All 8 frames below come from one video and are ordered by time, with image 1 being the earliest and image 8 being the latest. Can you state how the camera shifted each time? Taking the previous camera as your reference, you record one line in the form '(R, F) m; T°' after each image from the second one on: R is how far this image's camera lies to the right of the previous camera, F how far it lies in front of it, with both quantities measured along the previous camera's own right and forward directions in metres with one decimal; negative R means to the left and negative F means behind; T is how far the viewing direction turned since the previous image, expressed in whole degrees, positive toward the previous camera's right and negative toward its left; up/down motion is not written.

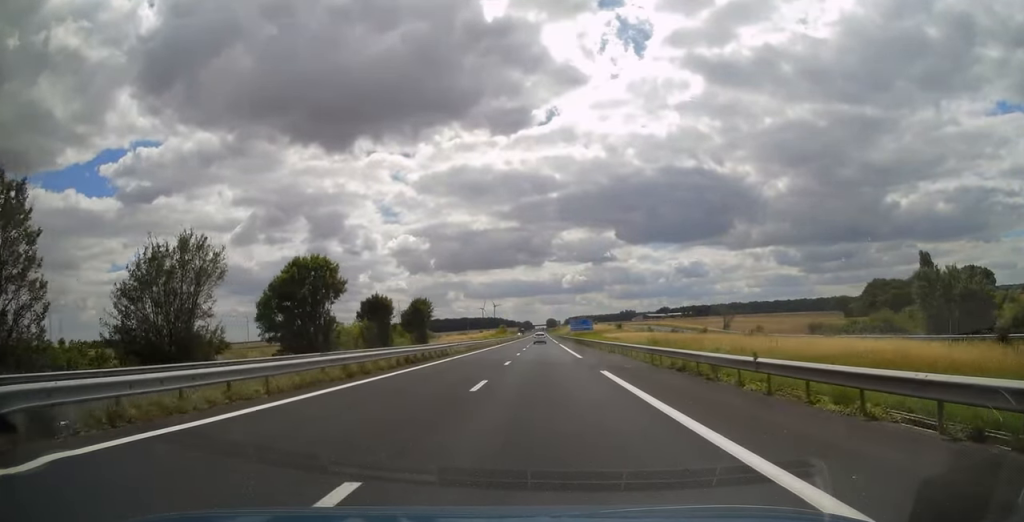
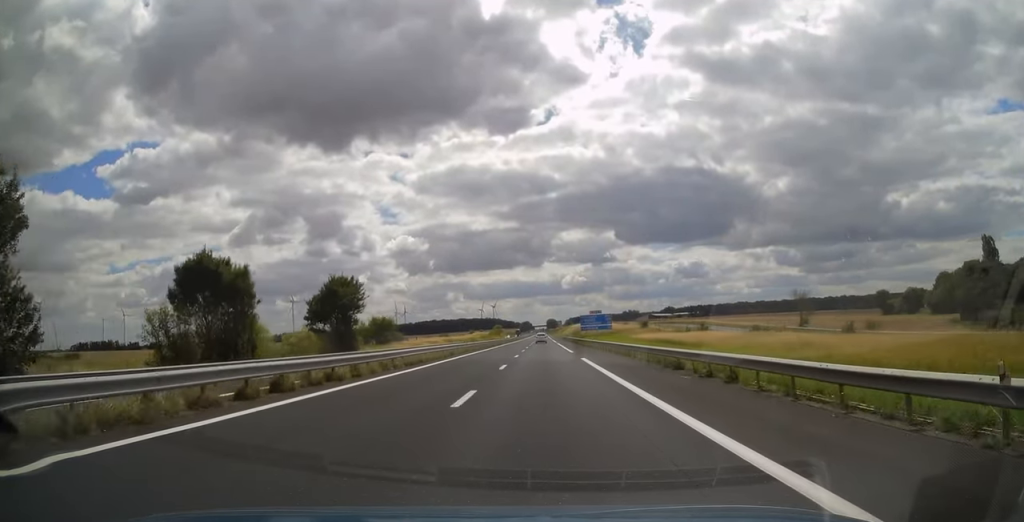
(0.0, +41.0) m; 0°
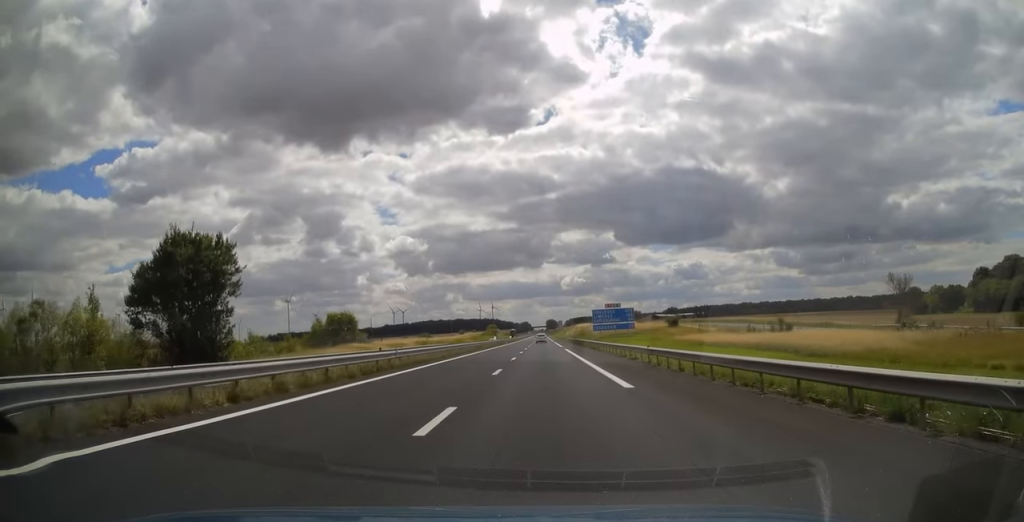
(0.0, +28.3) m; 0°
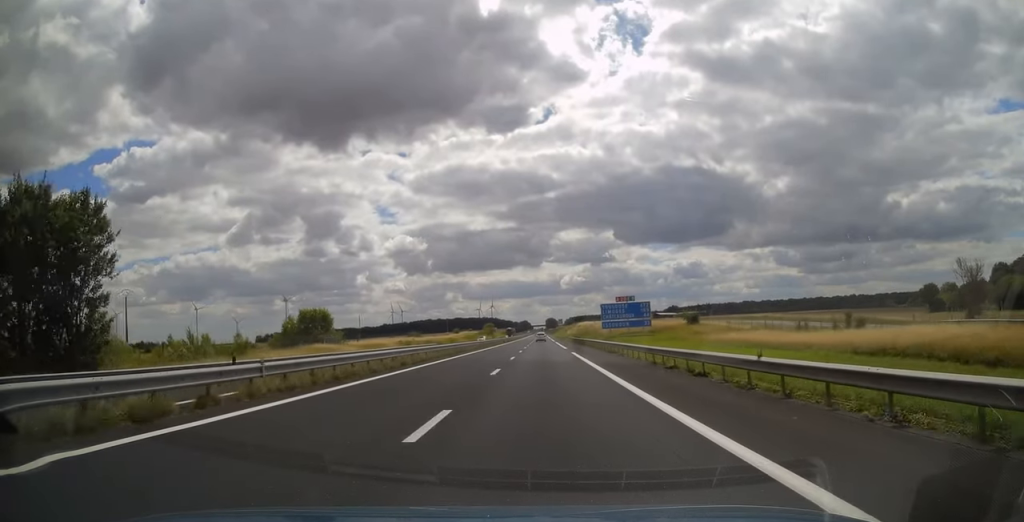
(0.0, +13.2) m; 0°
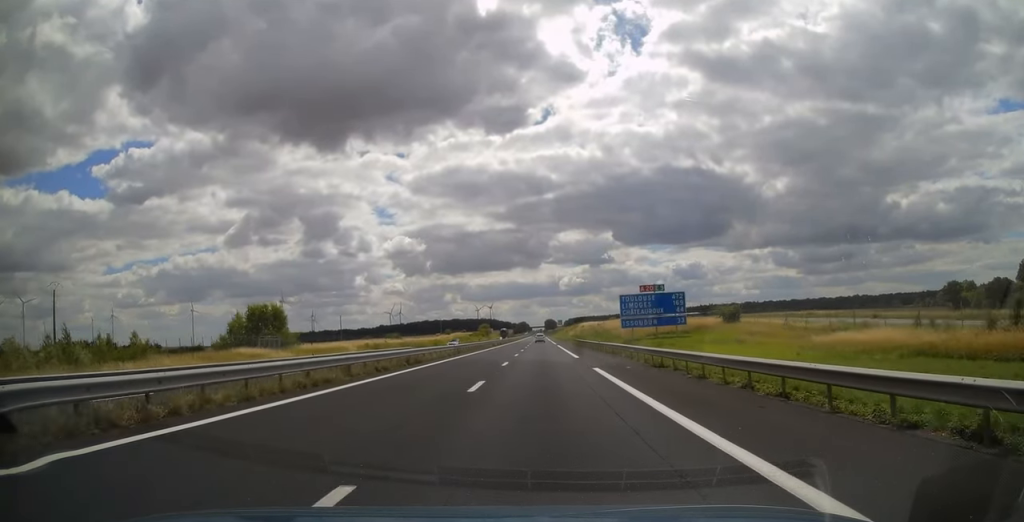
(0.0, +18.1) m; 0°
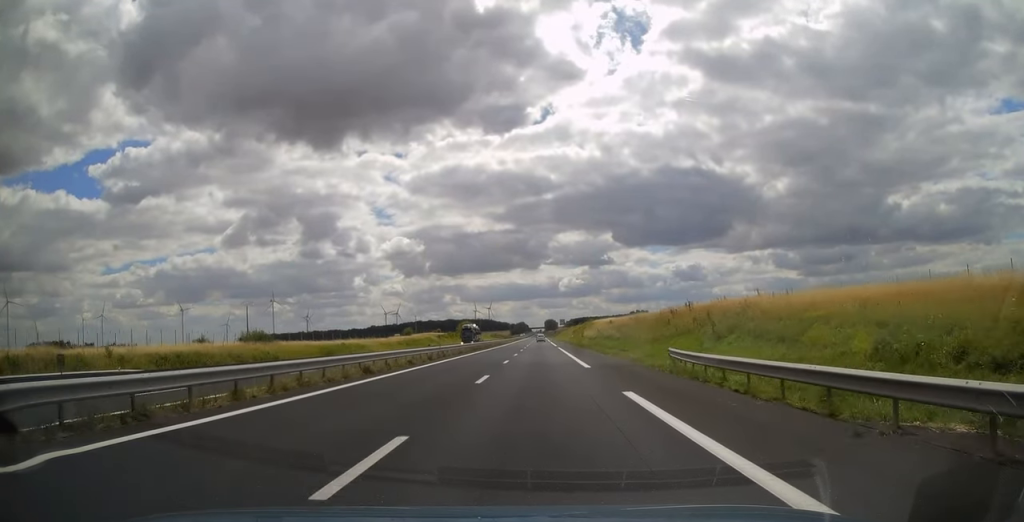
(-0.1, +60.1) m; 0°
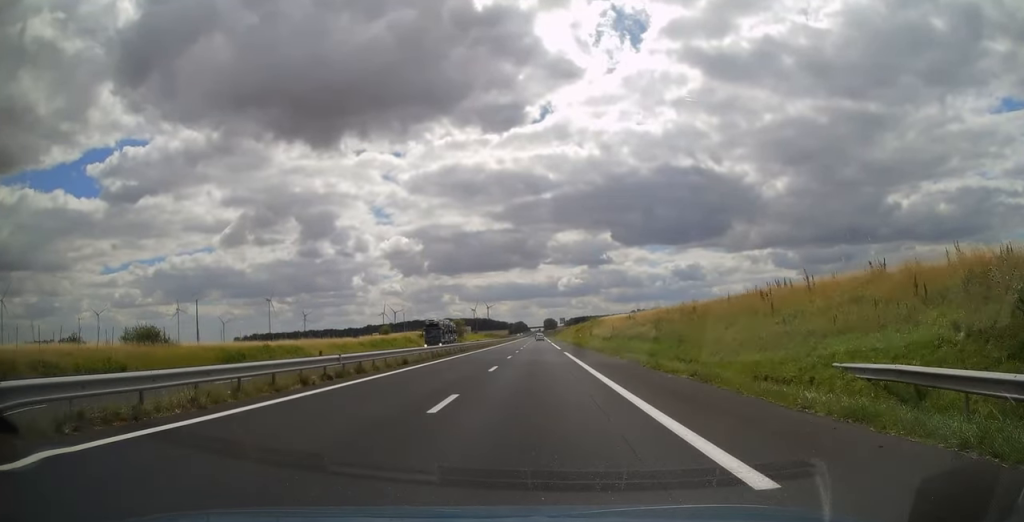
(0.0, +19.5) m; 0°
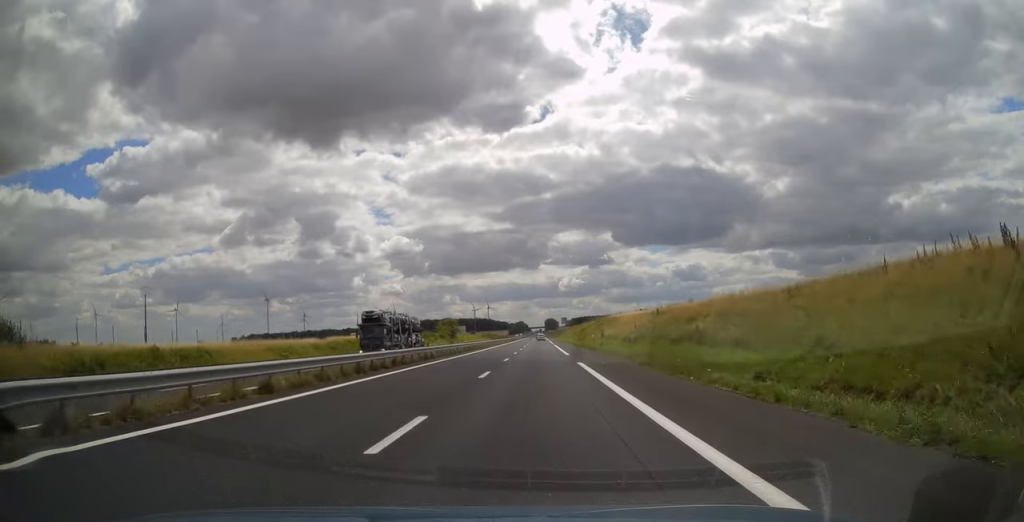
(0.0, +16.1) m; 0°
